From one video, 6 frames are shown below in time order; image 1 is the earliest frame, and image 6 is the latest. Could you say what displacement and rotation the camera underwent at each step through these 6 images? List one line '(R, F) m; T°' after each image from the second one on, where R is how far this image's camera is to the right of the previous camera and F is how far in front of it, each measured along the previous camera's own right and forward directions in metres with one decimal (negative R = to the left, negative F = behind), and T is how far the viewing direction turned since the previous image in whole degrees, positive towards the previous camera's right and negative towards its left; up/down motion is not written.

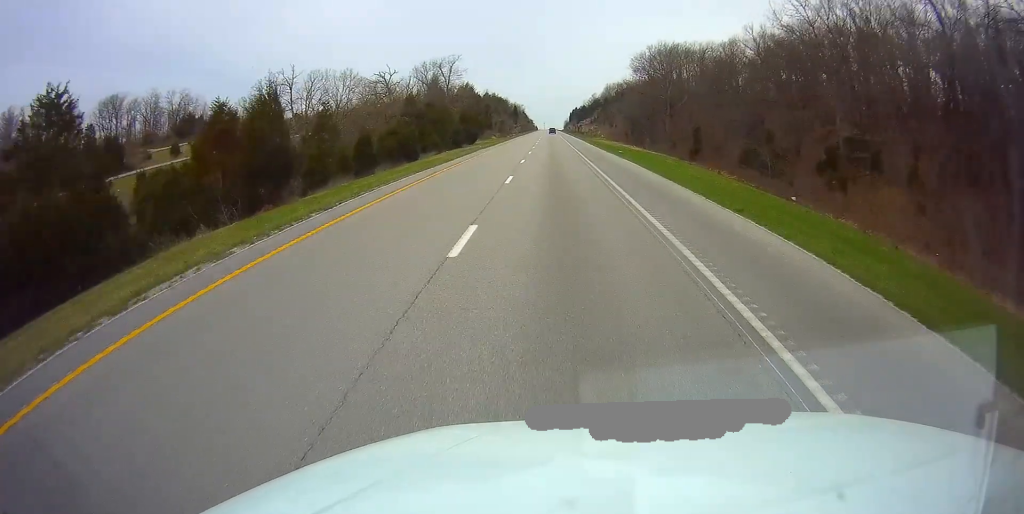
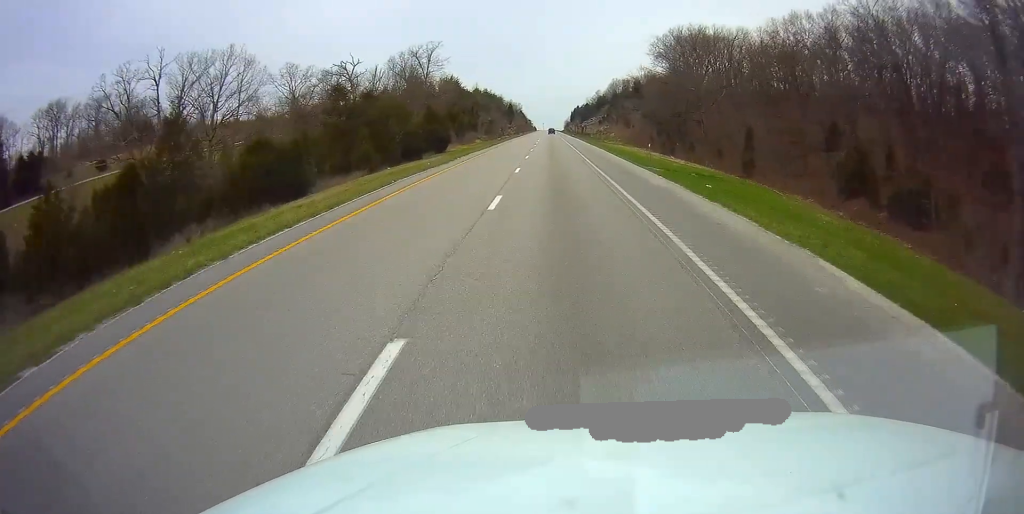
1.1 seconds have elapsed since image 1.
(0.0, +31.0) m; 0°
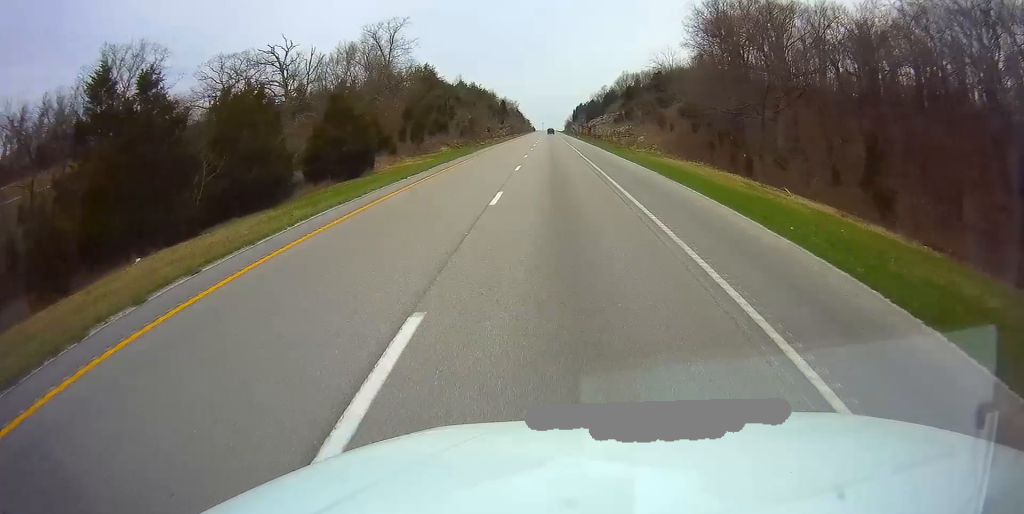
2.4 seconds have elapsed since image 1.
(0.0, +35.7) m; 0°
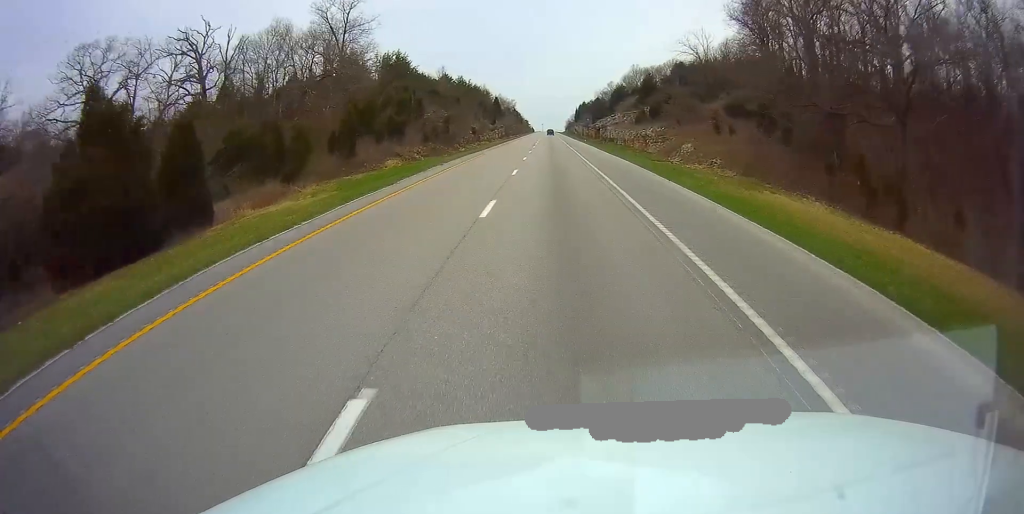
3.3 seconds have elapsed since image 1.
(0.0, +26.2) m; 0°
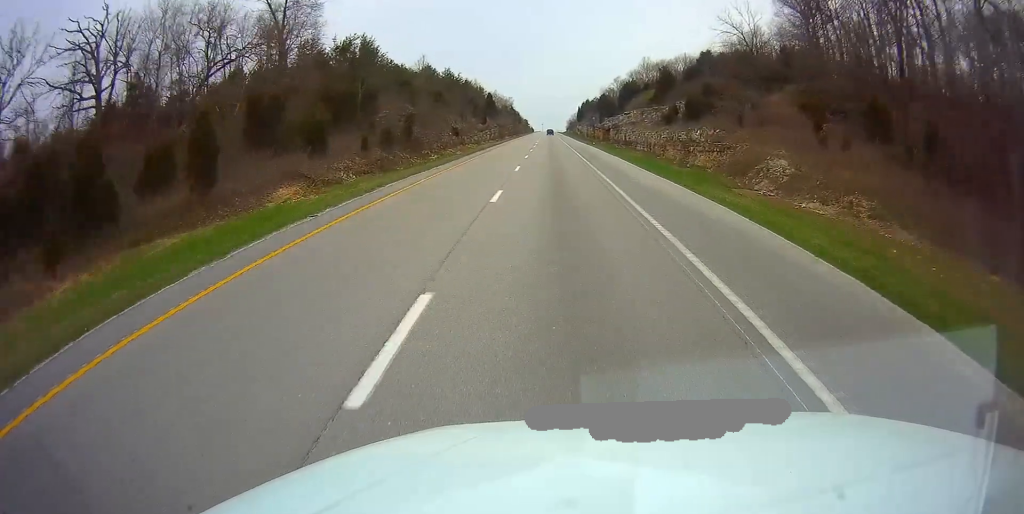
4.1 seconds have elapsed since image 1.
(0.0, +21.5) m; 0°
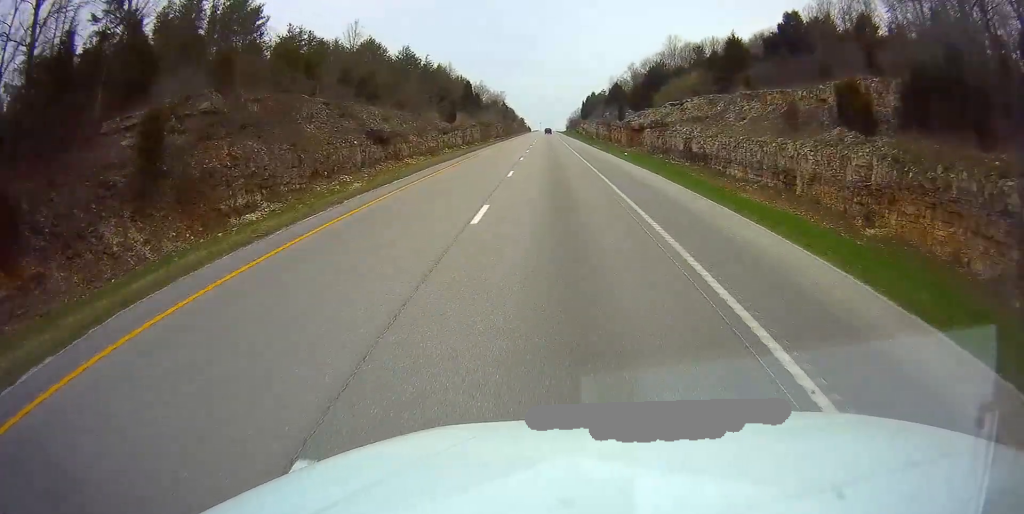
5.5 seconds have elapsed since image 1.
(0.0, +40.3) m; 0°
